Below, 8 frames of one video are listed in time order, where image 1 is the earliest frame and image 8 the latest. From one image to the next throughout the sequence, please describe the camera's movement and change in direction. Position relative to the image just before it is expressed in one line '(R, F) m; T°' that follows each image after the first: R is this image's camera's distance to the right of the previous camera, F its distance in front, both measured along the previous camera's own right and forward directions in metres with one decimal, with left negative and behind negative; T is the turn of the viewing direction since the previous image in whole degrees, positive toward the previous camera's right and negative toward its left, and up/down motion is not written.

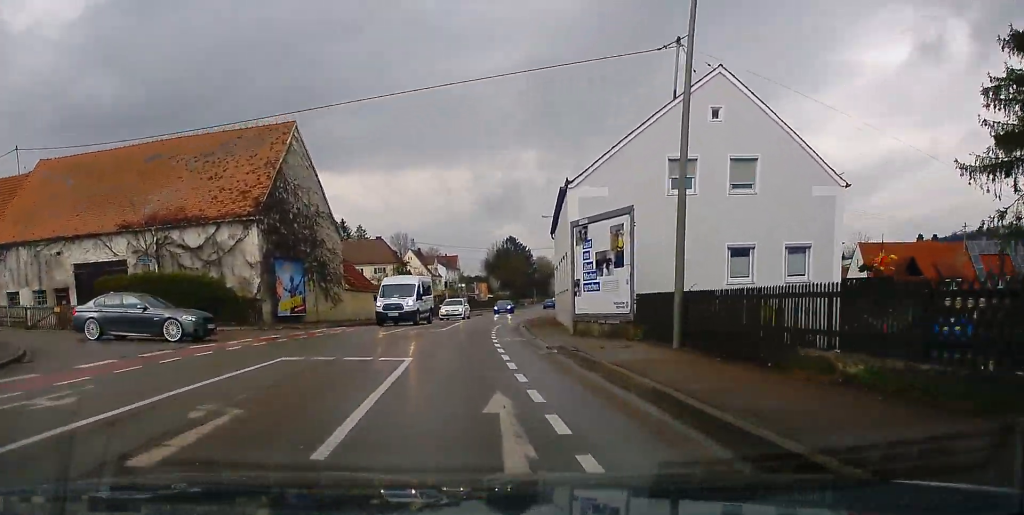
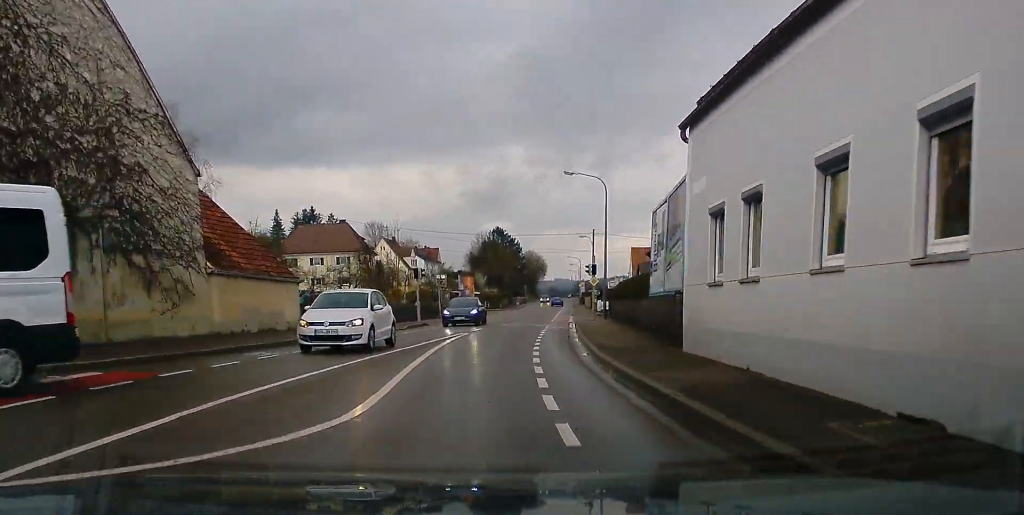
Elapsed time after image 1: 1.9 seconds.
(+0.1, +23.4) m; +2°
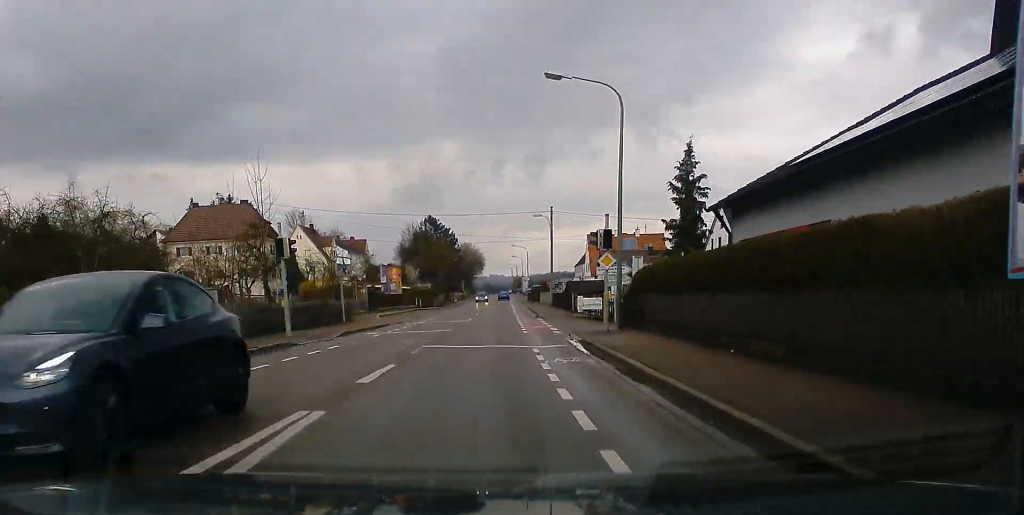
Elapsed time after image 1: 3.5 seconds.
(+0.5, +20.3) m; +3°
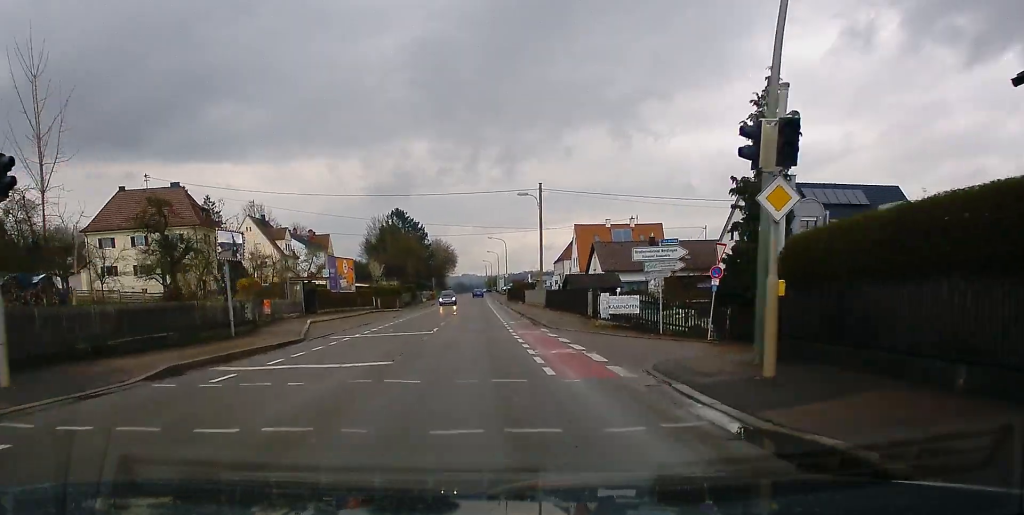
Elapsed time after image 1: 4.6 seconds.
(+0.4, +15.8) m; +1°
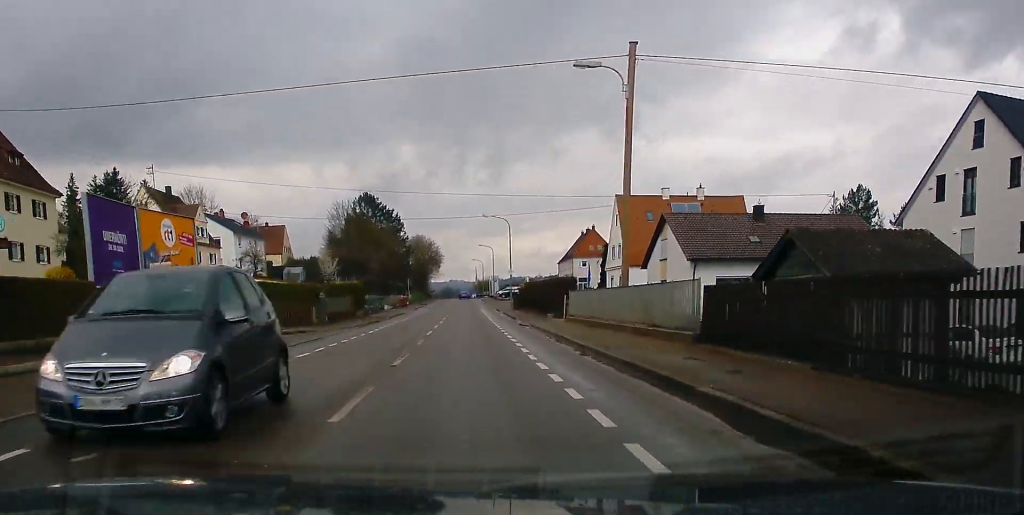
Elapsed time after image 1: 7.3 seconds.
(+0.9, +37.2) m; +2°
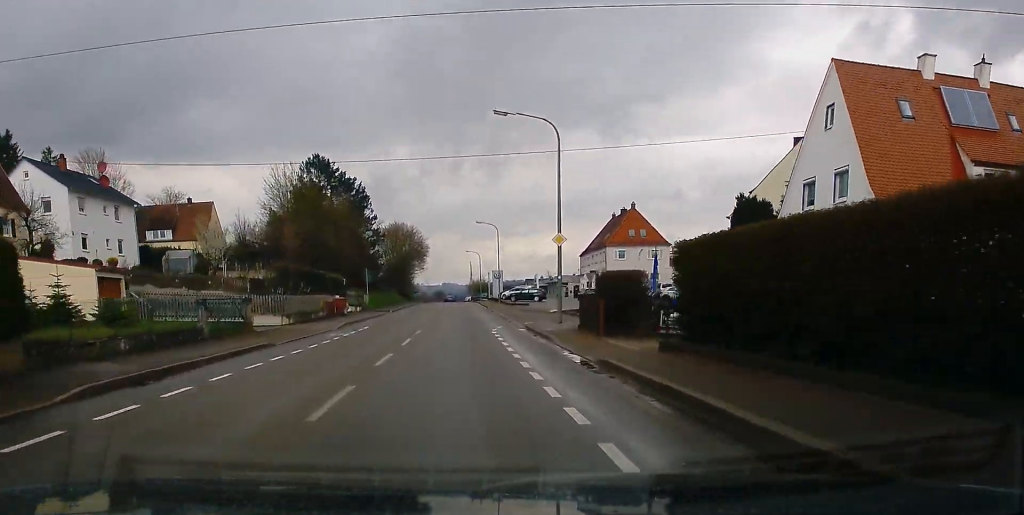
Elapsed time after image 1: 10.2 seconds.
(+0.1, +41.2) m; 0°
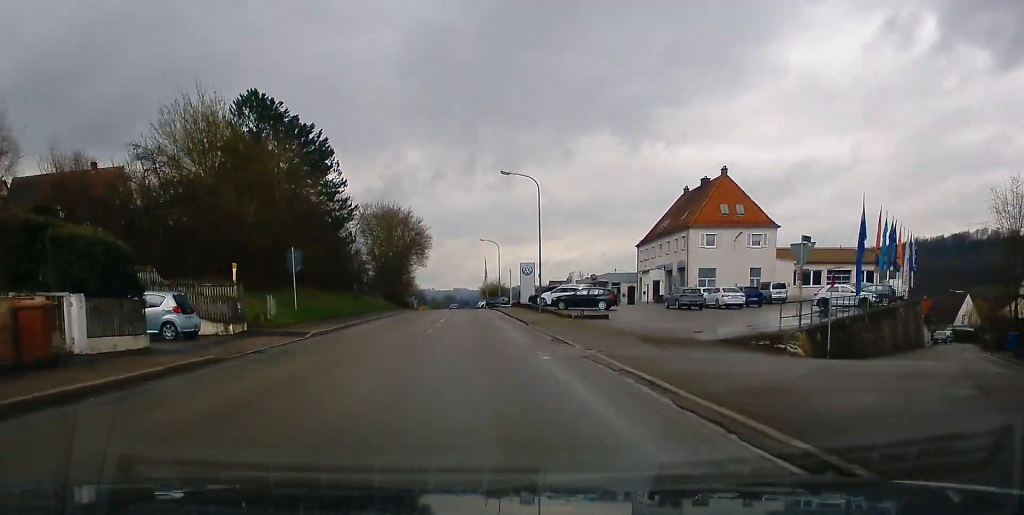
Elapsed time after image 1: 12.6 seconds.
(-0.1, +32.7) m; 0°
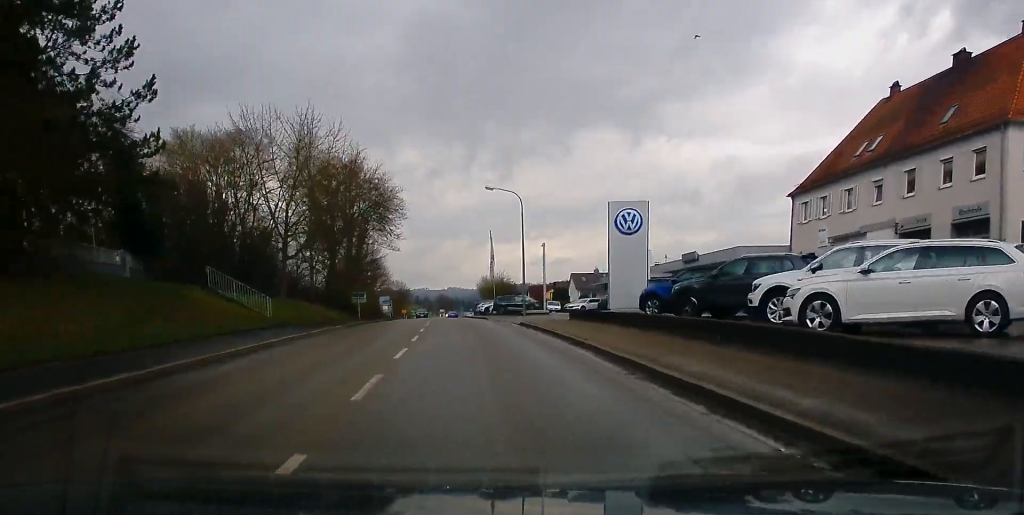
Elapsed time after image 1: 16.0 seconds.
(-0.2, +46.9) m; -1°
